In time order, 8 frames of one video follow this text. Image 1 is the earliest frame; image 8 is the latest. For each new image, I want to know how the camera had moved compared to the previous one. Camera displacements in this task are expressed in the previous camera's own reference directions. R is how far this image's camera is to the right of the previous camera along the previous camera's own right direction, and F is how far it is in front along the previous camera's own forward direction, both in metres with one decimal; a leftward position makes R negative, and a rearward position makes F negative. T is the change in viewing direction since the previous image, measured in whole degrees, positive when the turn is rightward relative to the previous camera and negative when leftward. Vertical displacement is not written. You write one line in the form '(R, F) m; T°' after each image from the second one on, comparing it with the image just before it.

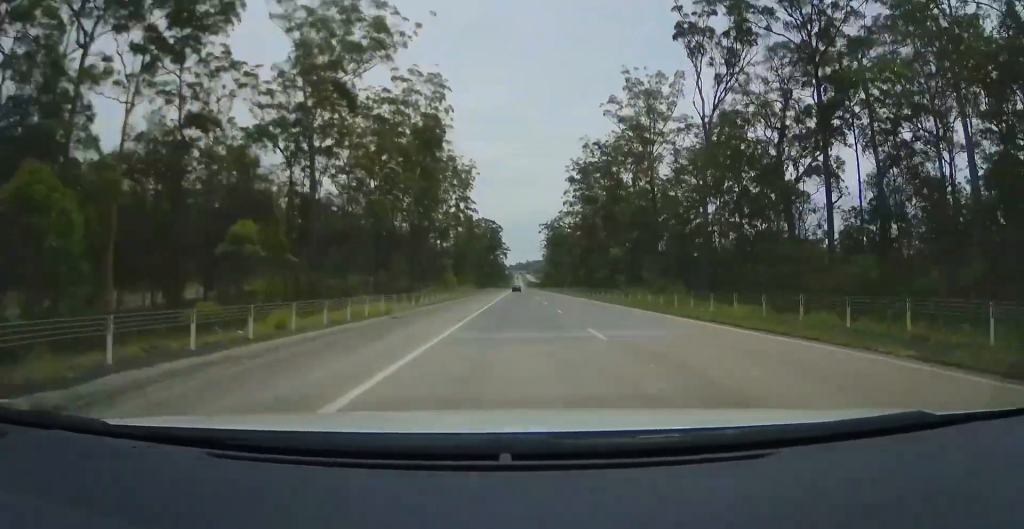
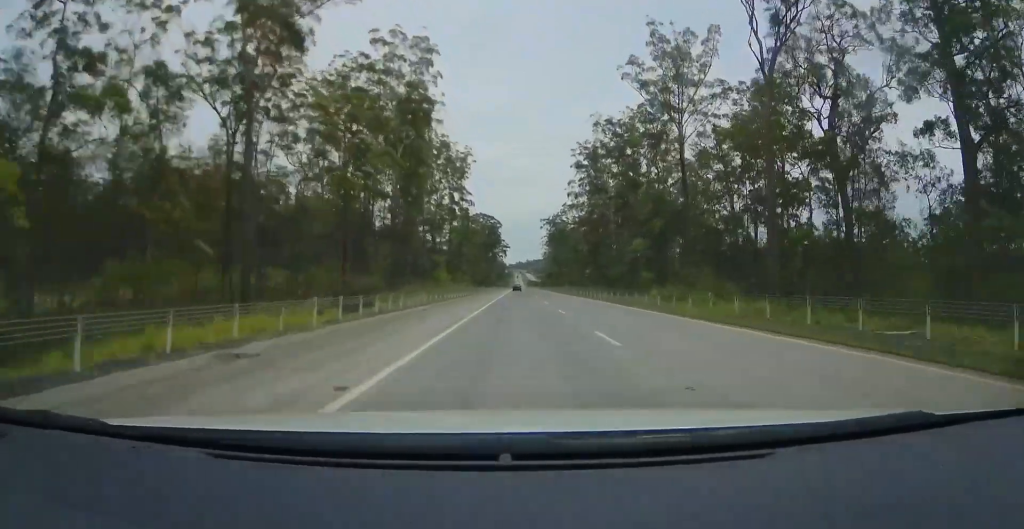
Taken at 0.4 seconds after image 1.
(+0.1, +13.3) m; 0°
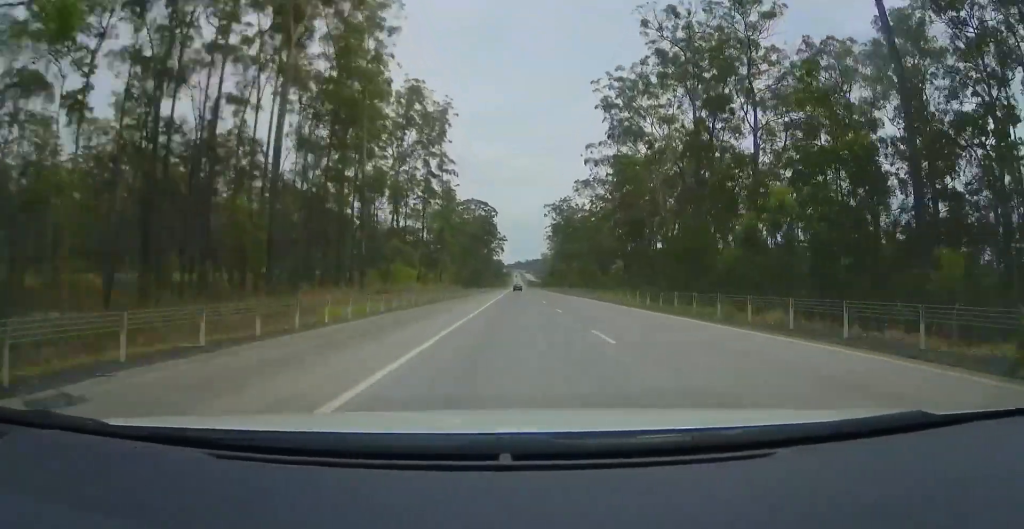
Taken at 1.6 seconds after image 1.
(+0.1, +35.0) m; +1°
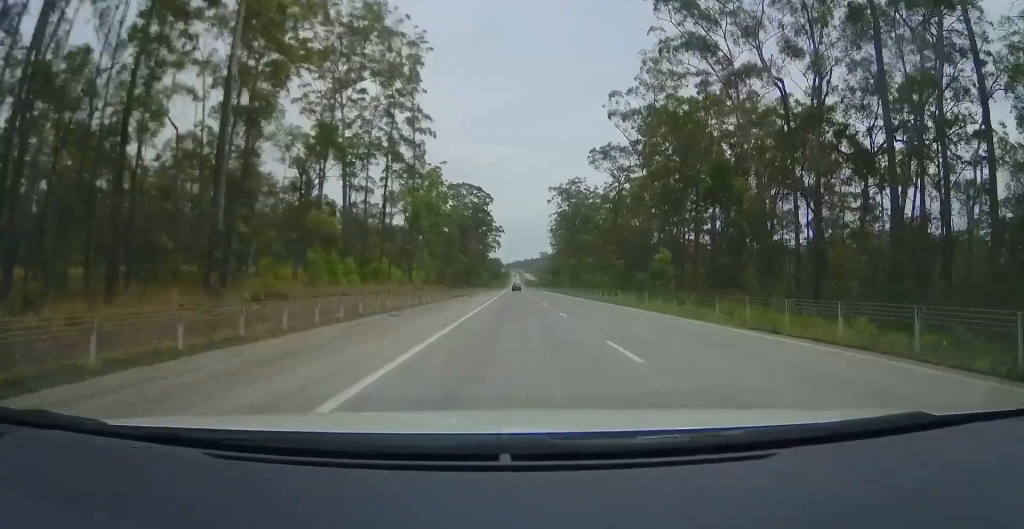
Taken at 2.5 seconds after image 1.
(+0.3, +27.8) m; +1°
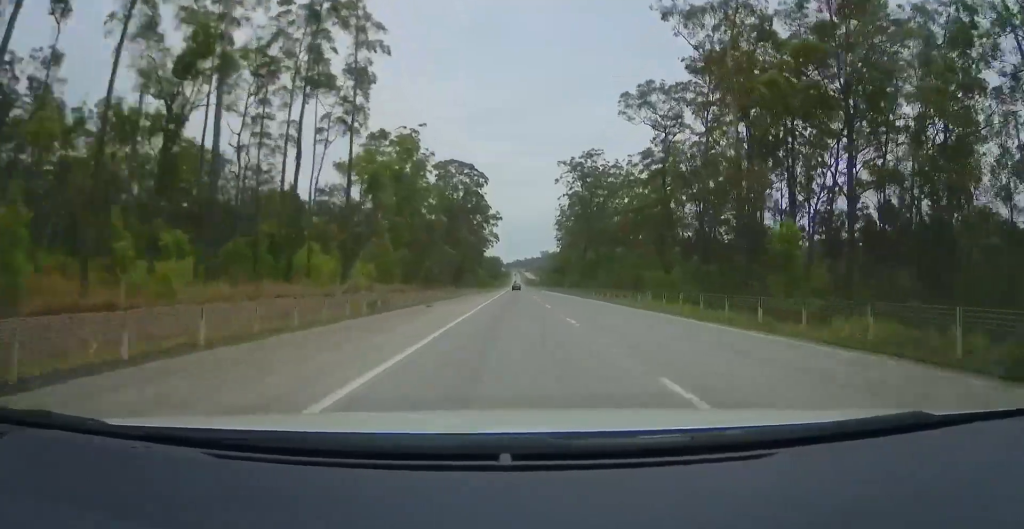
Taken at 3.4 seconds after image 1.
(+0.1, +27.7) m; -1°
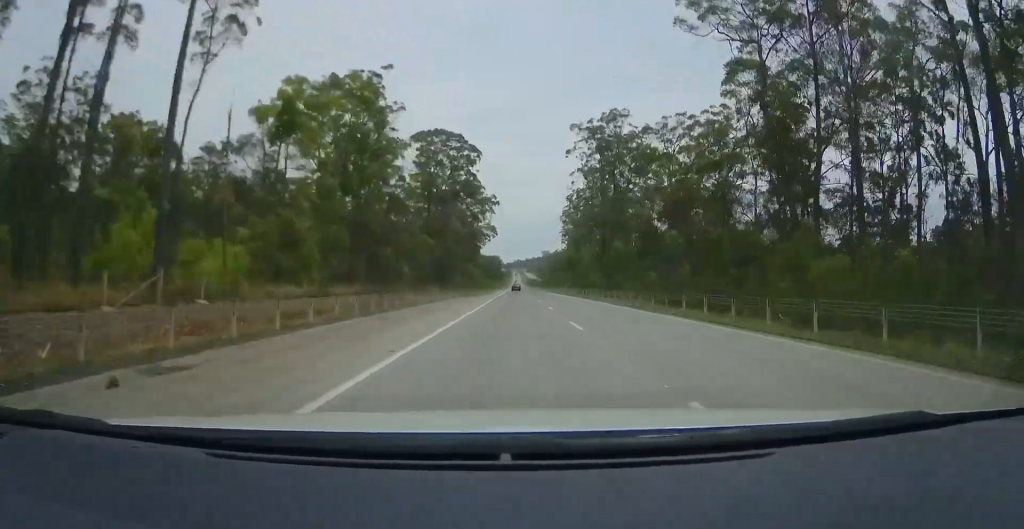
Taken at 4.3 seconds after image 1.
(-0.5, +25.3) m; -1°
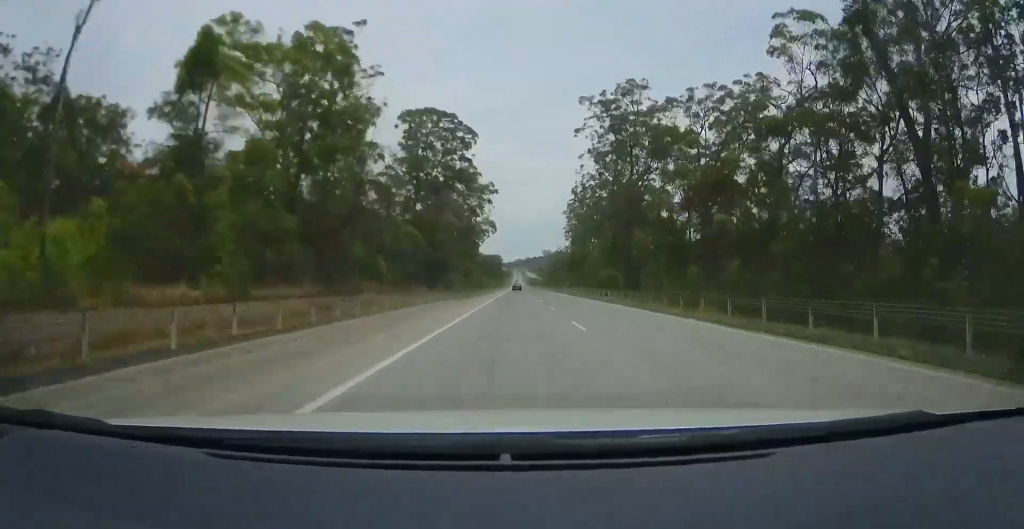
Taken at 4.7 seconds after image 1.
(-0.1, +12.1) m; 0°
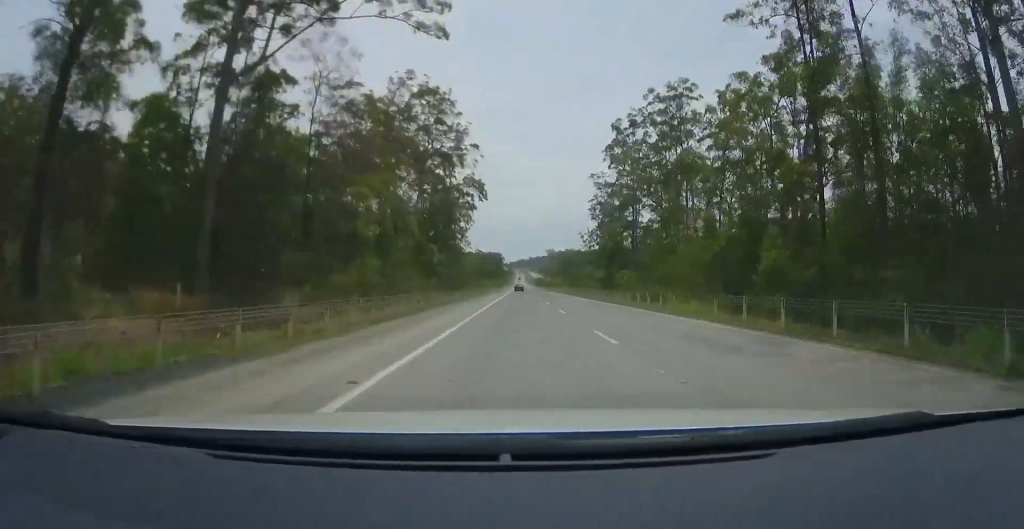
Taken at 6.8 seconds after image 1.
(+2.0, +62.7) m; +2°
